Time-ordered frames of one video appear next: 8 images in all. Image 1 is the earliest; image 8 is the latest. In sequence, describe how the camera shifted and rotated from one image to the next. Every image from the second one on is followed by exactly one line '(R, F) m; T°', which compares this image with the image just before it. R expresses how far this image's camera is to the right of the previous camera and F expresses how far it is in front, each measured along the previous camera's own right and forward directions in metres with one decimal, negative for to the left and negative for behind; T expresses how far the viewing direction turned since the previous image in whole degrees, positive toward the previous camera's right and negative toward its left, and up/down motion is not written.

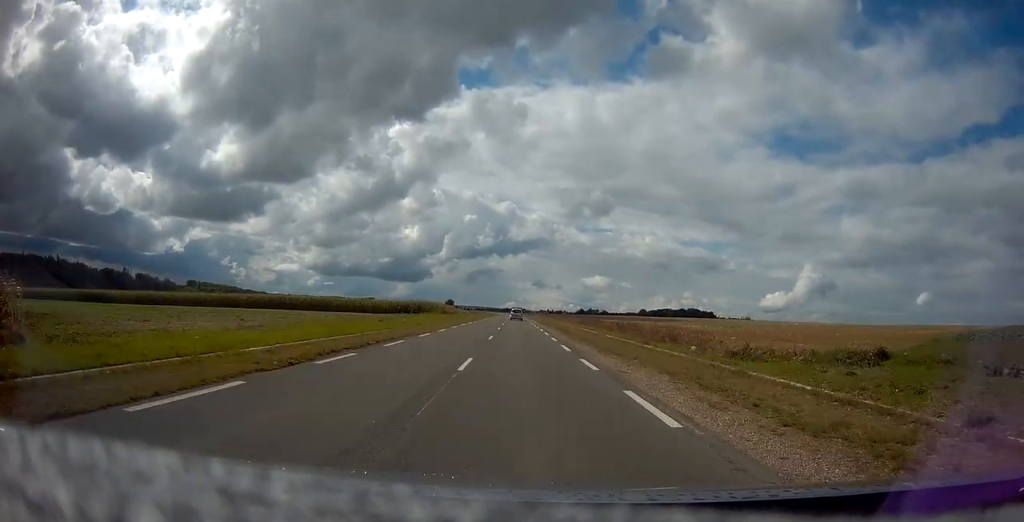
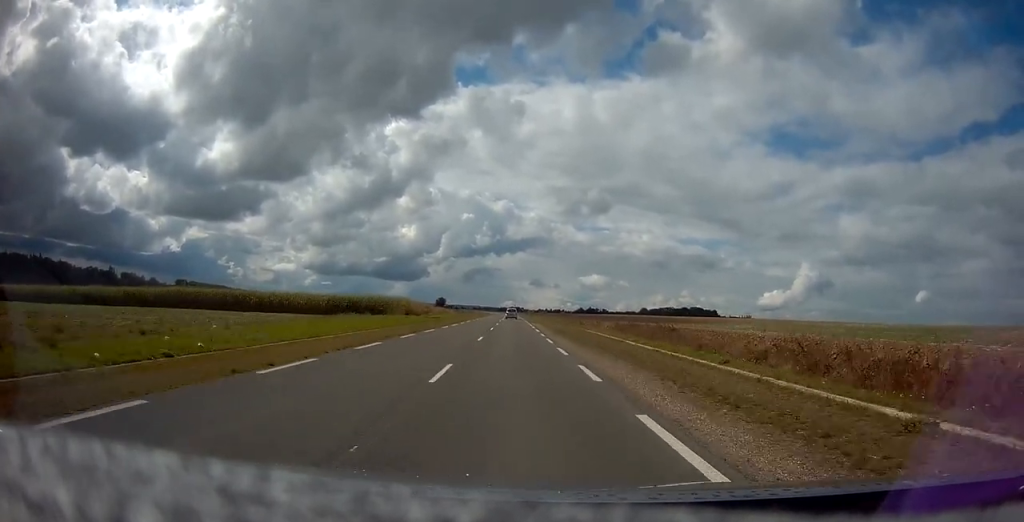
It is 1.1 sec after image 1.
(+0.1, +28.4) m; +1°
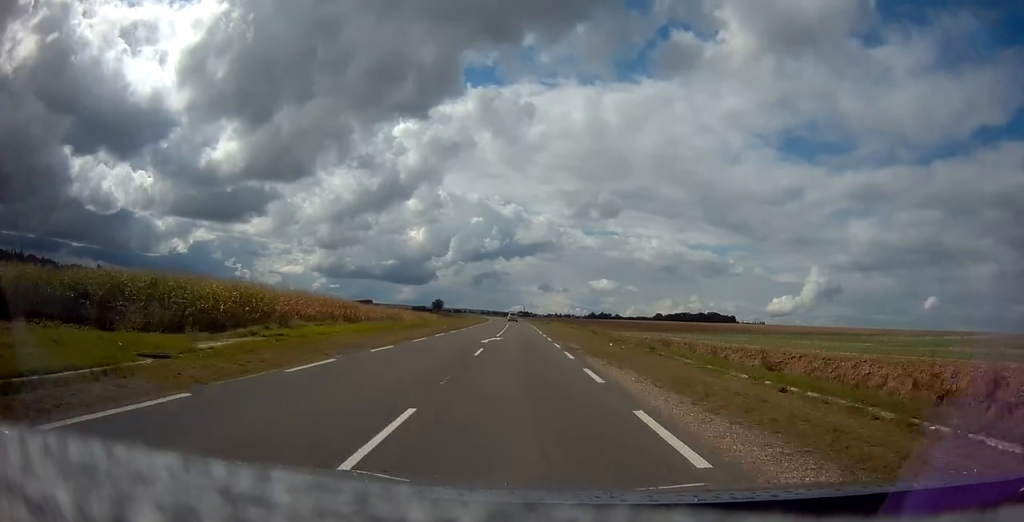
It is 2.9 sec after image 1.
(+0.6, +44.6) m; 0°
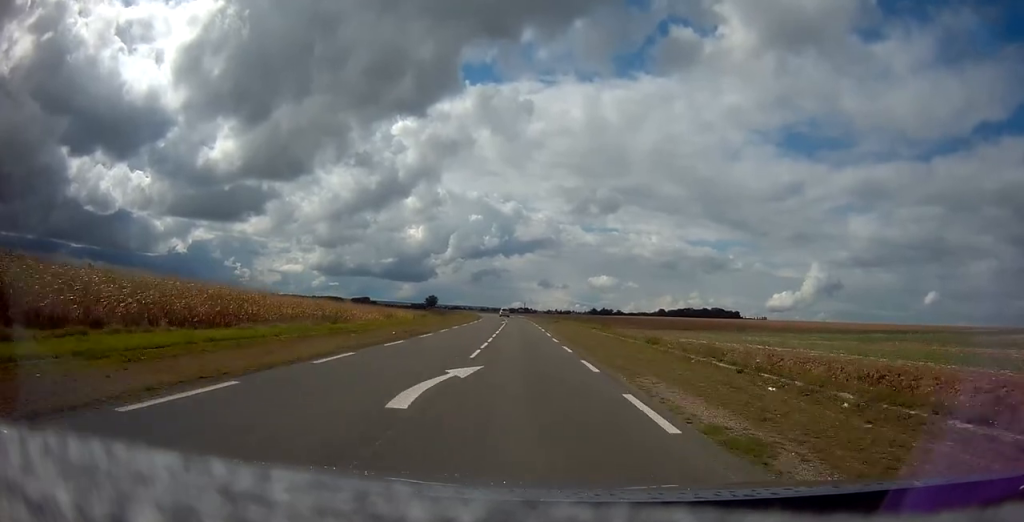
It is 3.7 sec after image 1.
(-0.3, +18.2) m; 0°
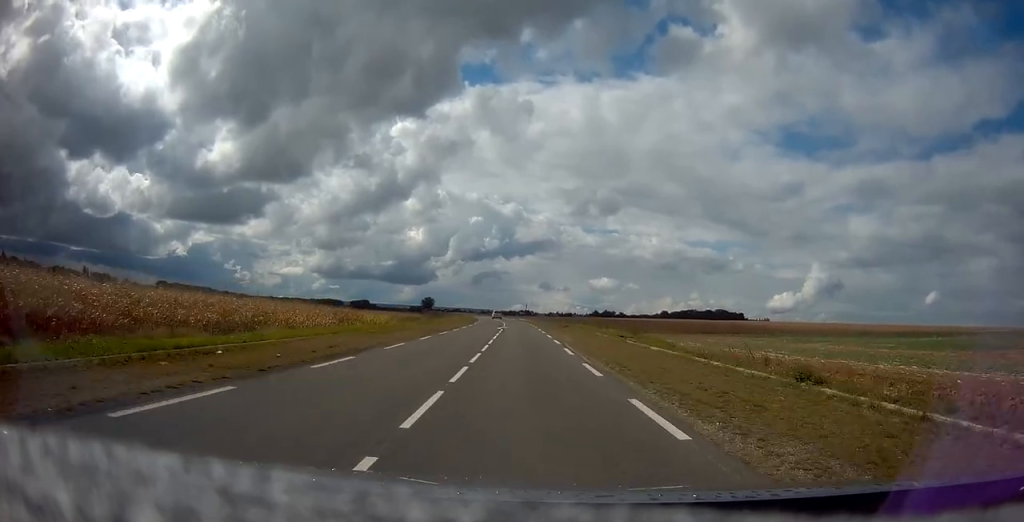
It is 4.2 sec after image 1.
(-0.1, +13.2) m; 0°
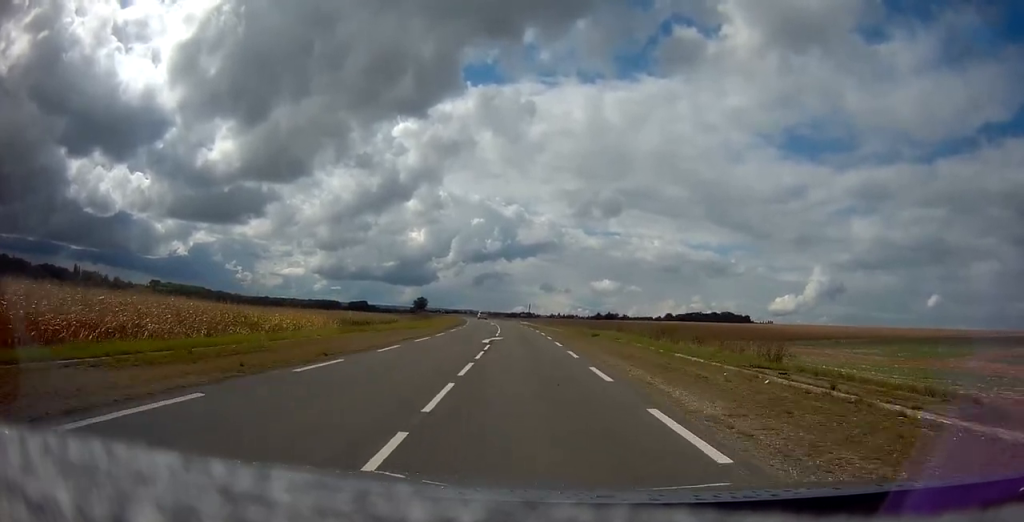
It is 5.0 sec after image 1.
(+0.3, +20.6) m; 0°
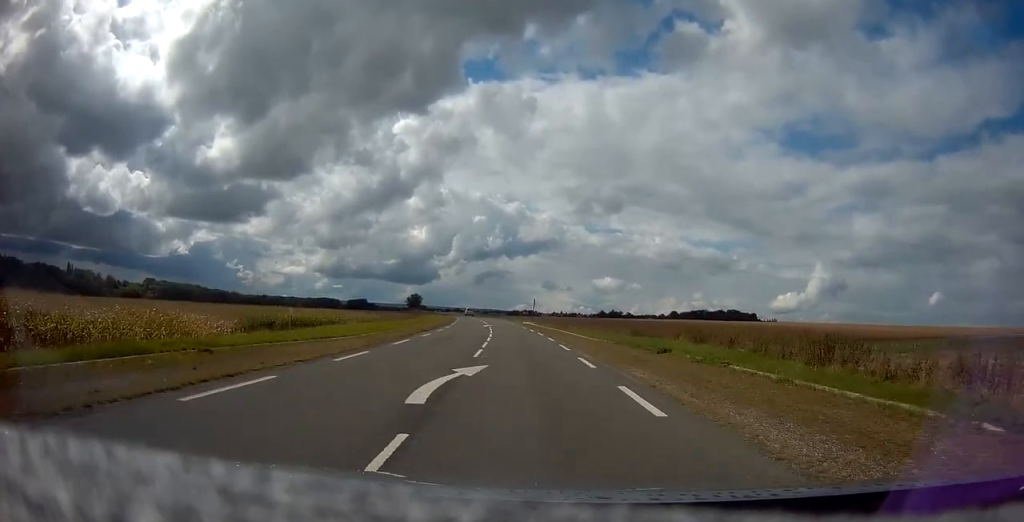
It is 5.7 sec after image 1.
(-0.4, +17.3) m; 0°
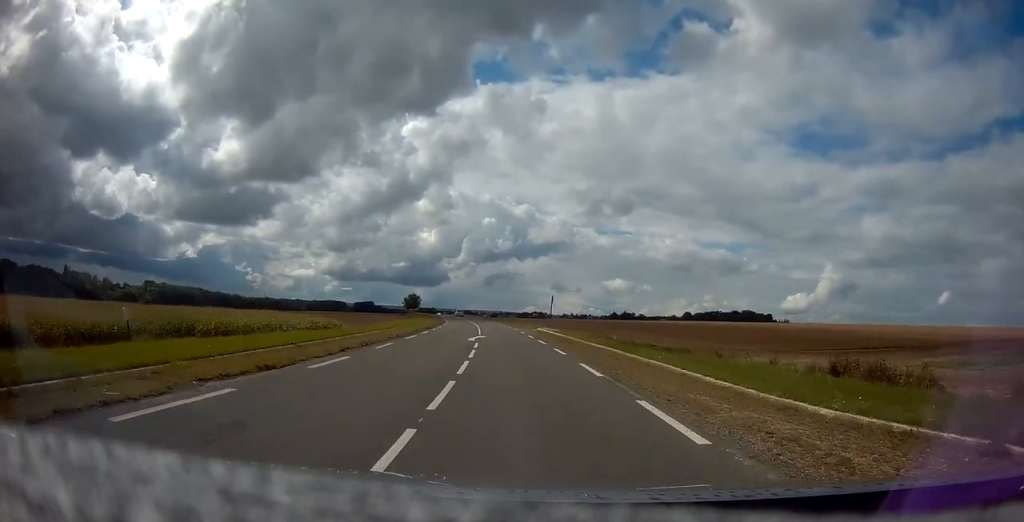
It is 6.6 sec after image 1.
(+0.1, +20.4) m; -1°
